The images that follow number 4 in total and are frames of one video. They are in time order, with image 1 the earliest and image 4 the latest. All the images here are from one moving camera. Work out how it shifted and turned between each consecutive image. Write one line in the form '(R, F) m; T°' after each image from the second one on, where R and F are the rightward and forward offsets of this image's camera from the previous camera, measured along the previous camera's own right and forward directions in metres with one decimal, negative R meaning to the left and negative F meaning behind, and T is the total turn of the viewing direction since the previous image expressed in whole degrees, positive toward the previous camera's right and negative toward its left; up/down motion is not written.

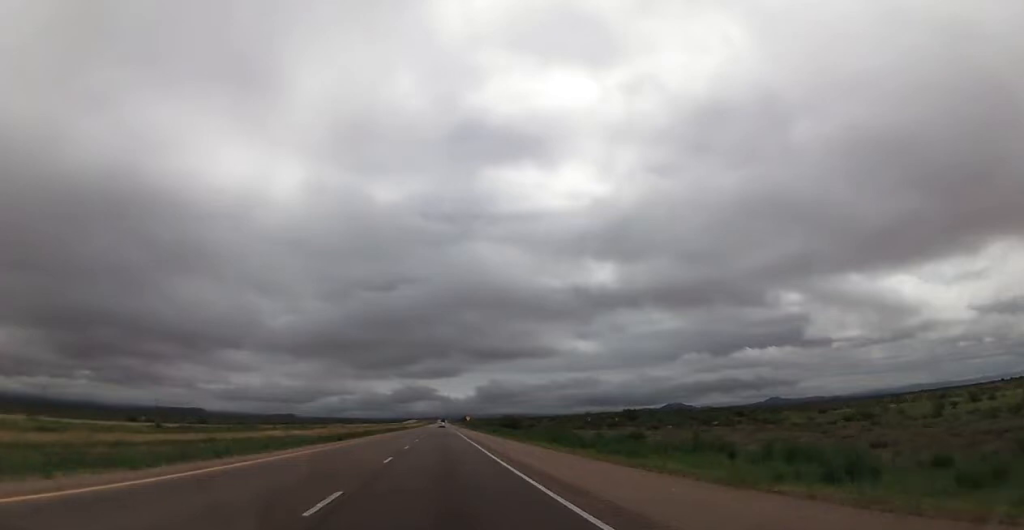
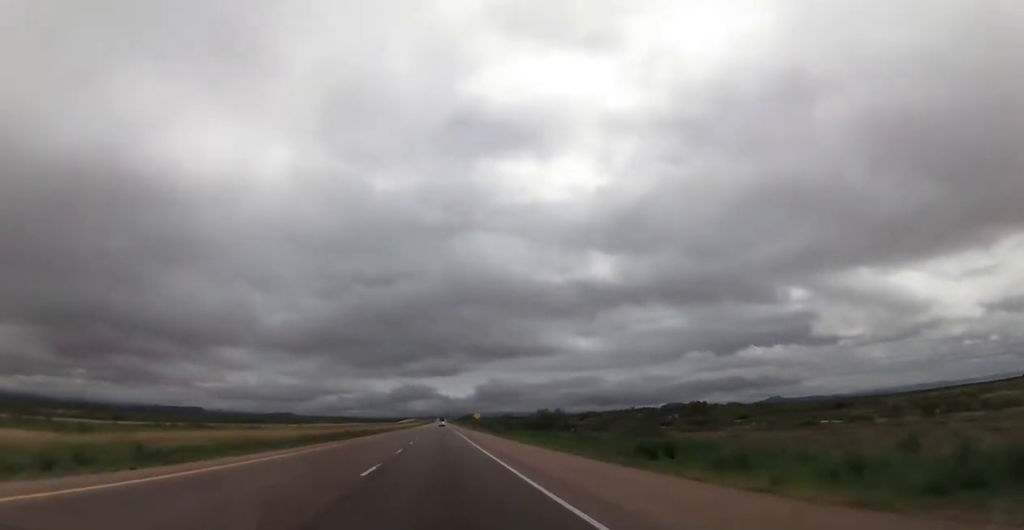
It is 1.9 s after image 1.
(+0.1, +66.0) m; 0°
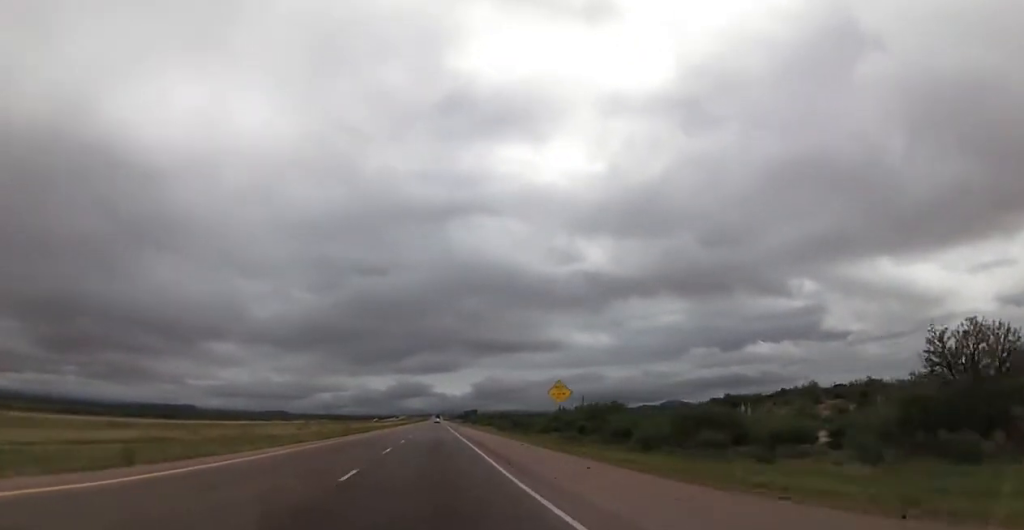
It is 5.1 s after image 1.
(0.0, +111.2) m; +1°
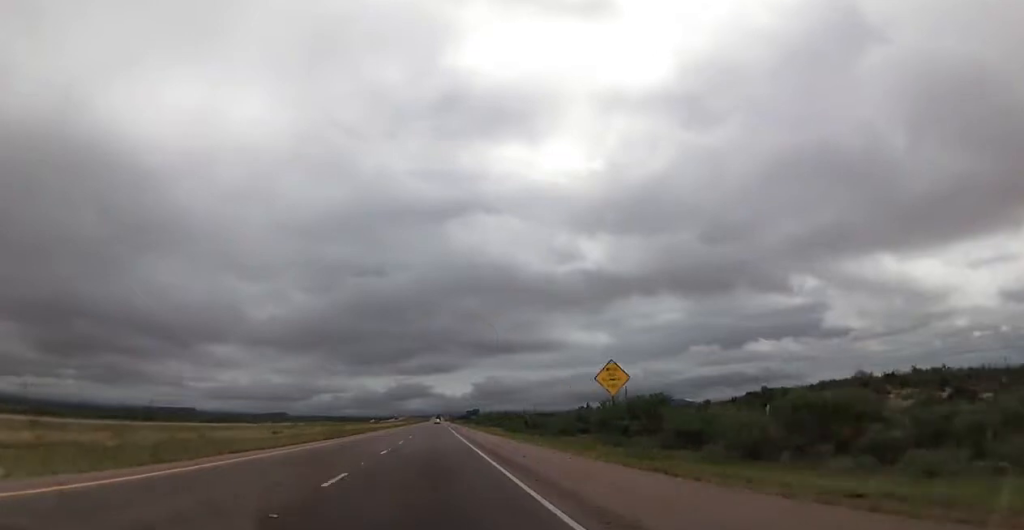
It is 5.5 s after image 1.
(+0.1, +13.9) m; 0°
